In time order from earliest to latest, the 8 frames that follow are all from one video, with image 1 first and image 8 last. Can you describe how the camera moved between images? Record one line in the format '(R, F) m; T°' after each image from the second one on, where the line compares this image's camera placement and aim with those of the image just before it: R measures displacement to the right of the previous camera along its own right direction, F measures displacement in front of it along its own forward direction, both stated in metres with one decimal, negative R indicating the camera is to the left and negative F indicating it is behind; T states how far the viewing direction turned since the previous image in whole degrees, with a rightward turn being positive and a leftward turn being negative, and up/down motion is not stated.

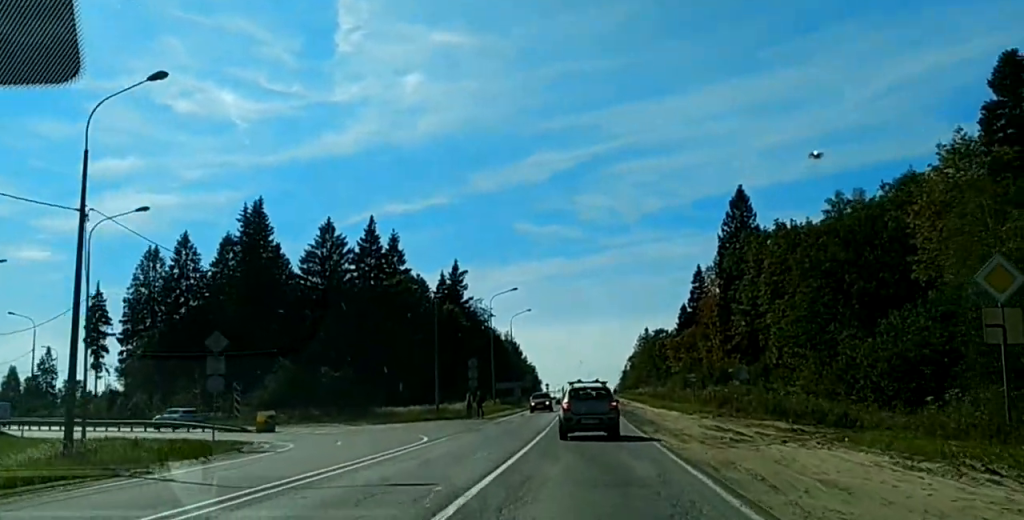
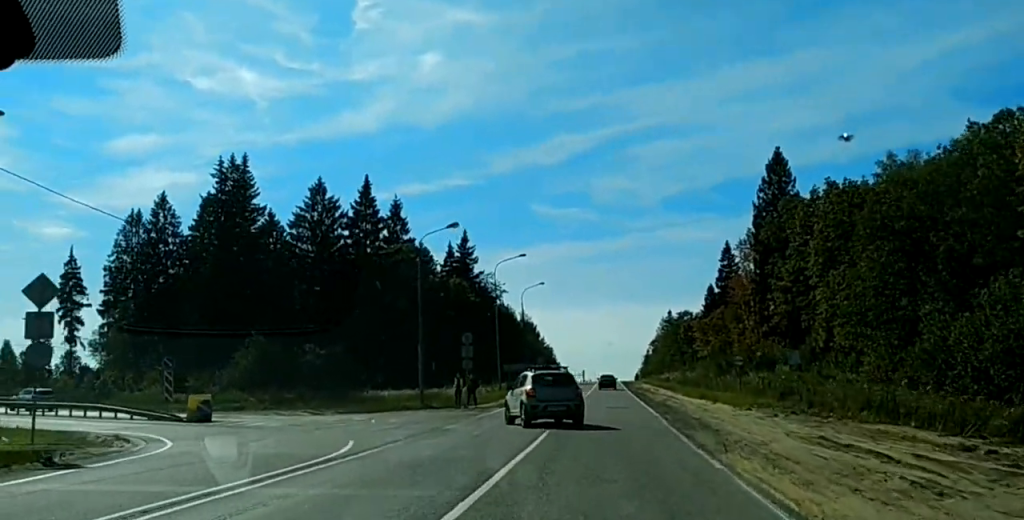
(+0.2, +12.8) m; -1°
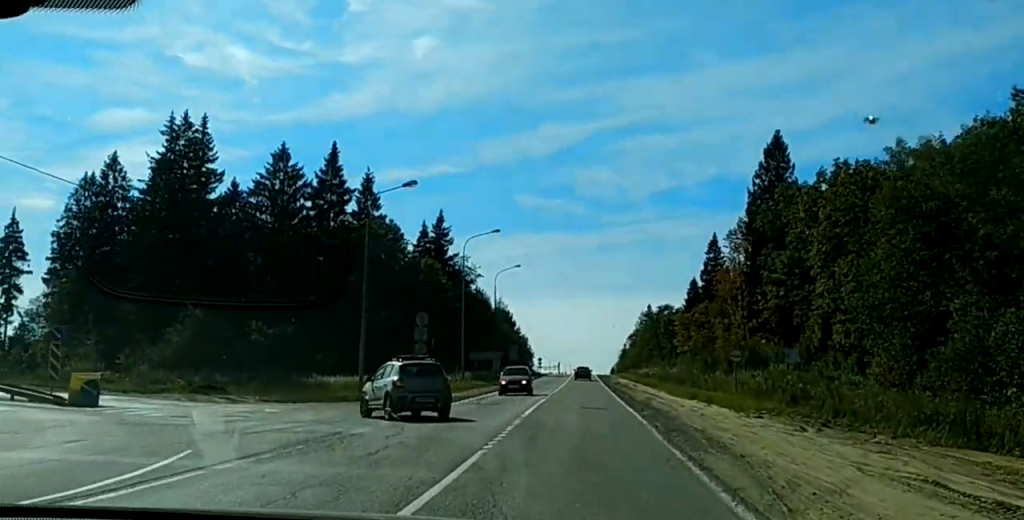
(-0.3, +8.0) m; -4°
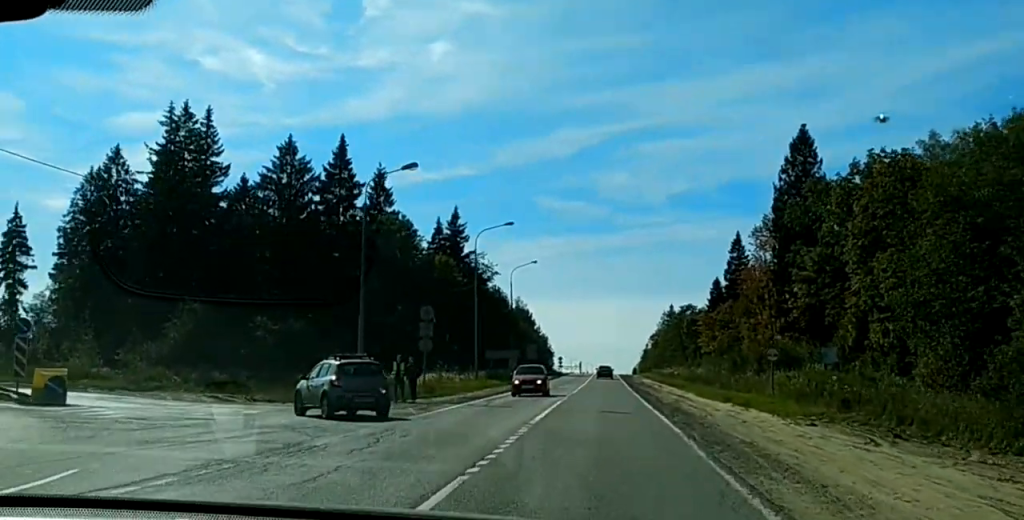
(0.0, +4.2) m; -3°
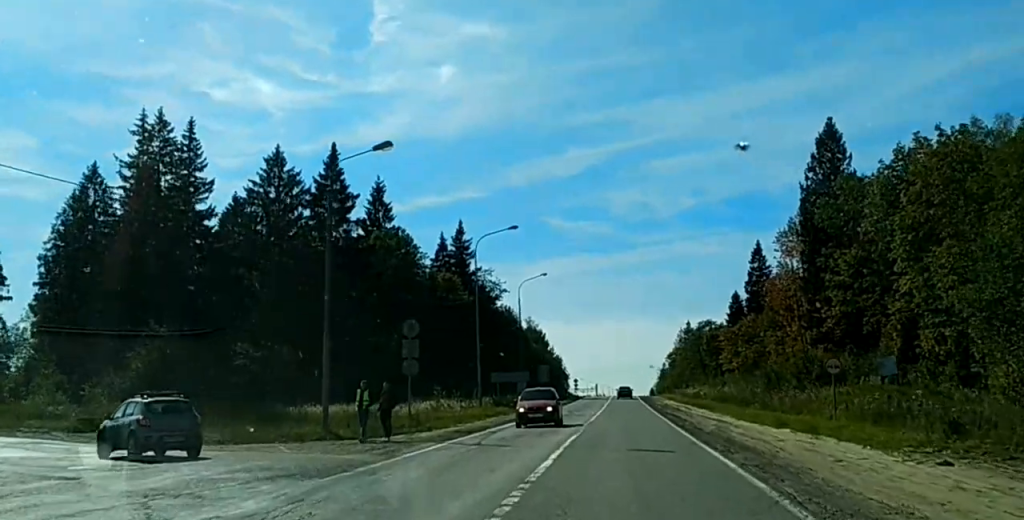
(-0.5, +8.1) m; -8°
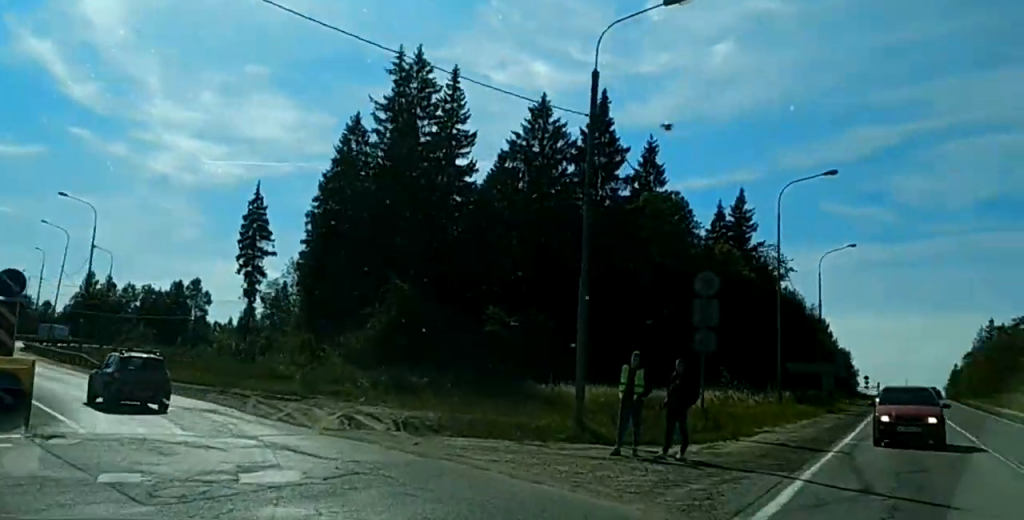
(-1.7, +12.9) m; -17°
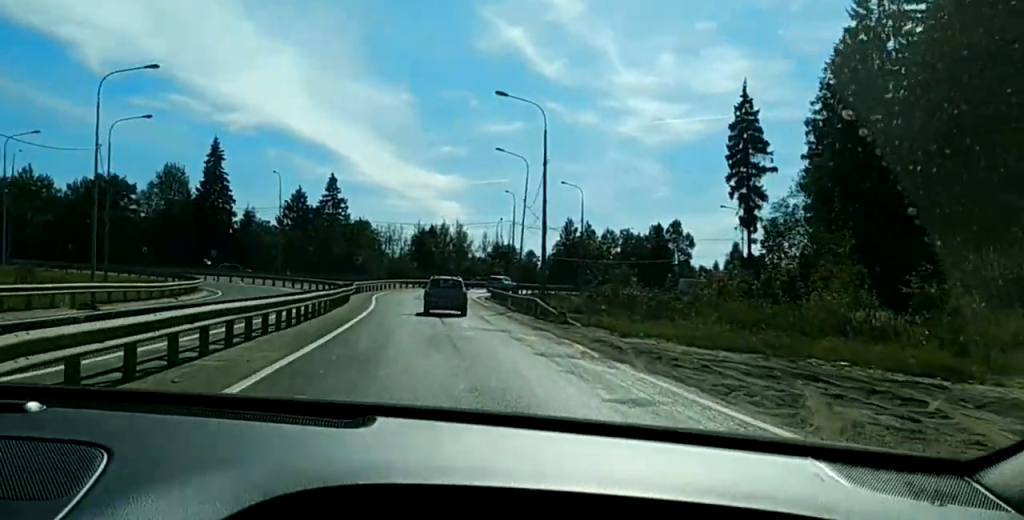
(-6.5, +28.2) m; -20°
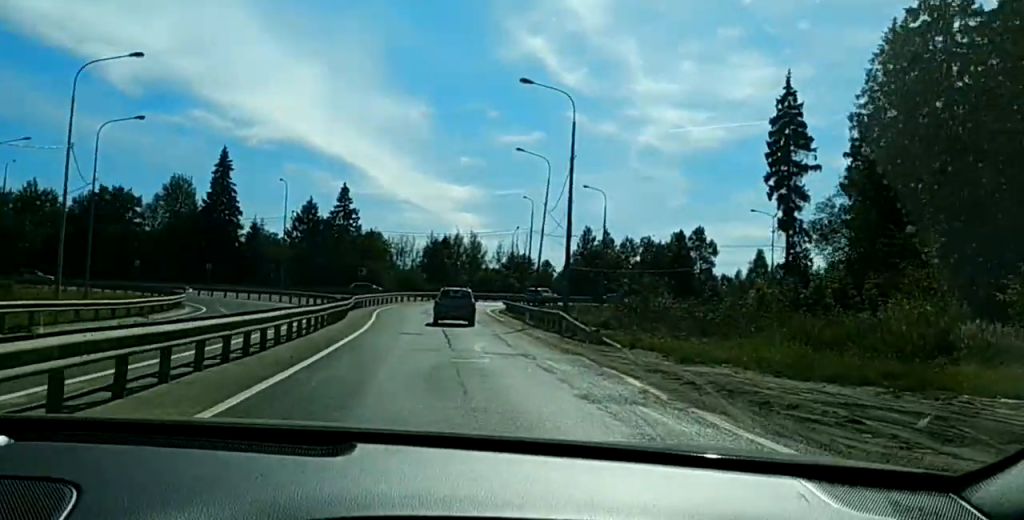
(-0.1, +6.7) m; -2°
